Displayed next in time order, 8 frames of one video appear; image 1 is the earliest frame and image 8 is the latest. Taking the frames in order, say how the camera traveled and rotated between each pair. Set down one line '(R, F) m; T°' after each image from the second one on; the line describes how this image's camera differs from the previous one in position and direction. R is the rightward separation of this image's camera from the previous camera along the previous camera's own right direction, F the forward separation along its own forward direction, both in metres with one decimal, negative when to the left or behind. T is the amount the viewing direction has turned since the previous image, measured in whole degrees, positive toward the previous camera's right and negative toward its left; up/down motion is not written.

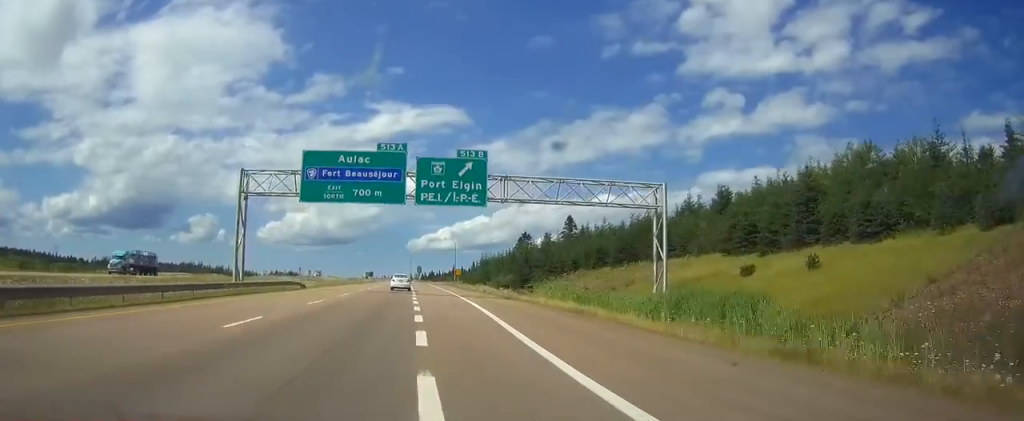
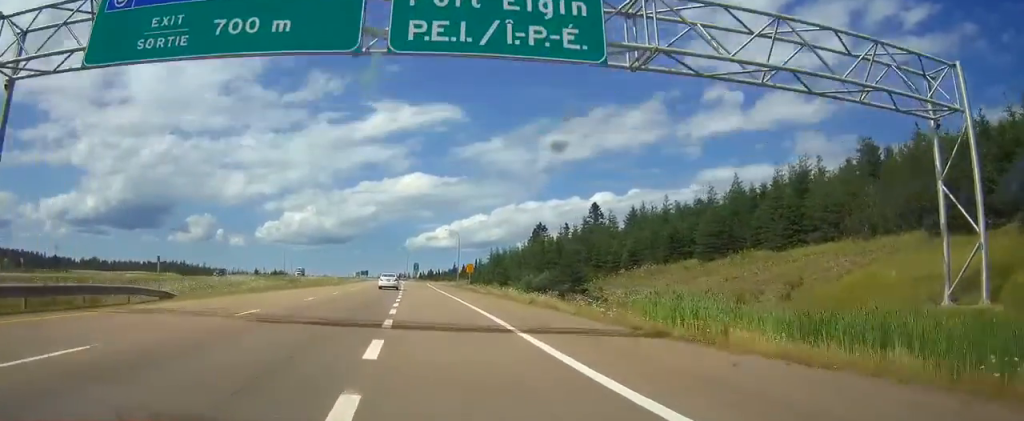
(-0.1, +31.7) m; 0°
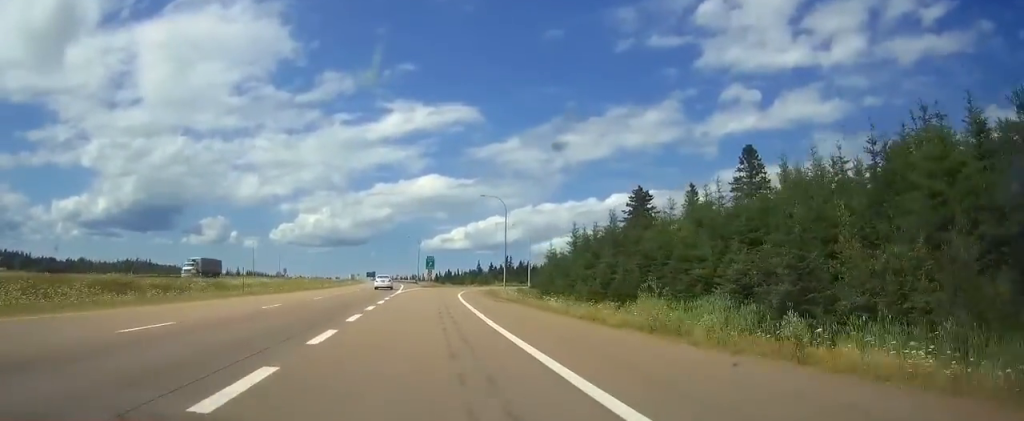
(-0.6, +77.0) m; -1°
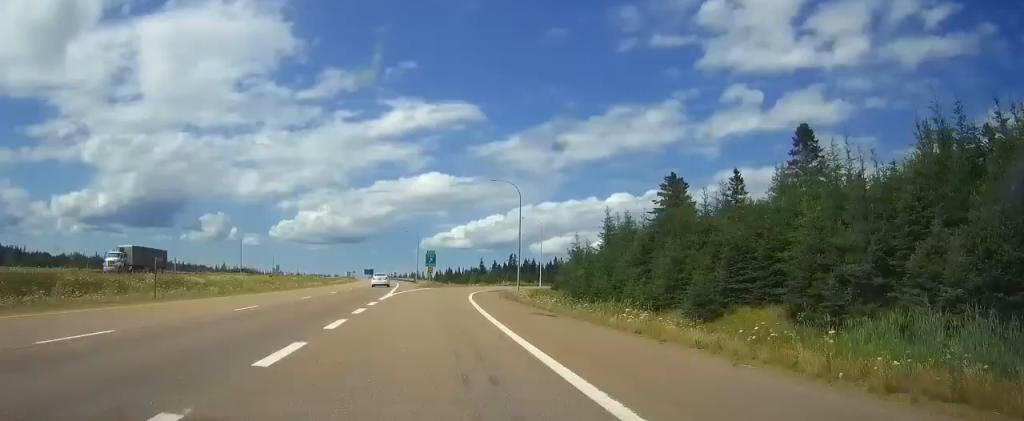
(0.0, +15.3) m; 0°
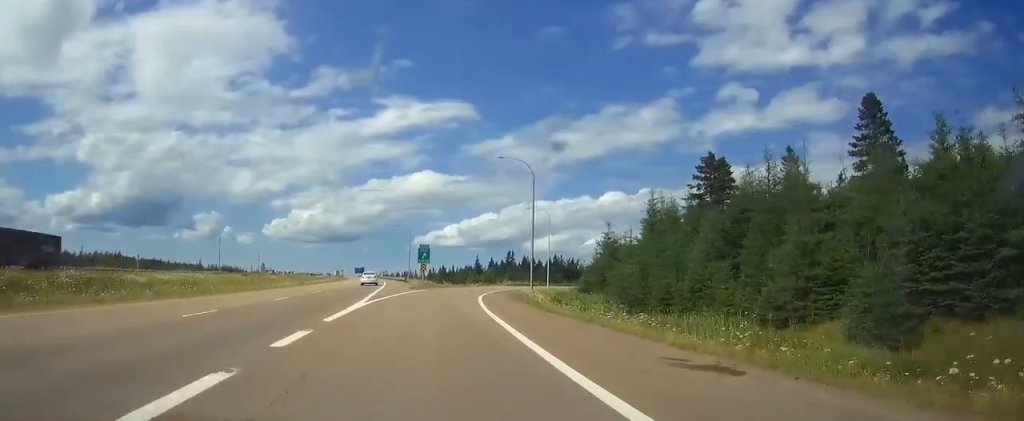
(0.0, +15.9) m; +1°
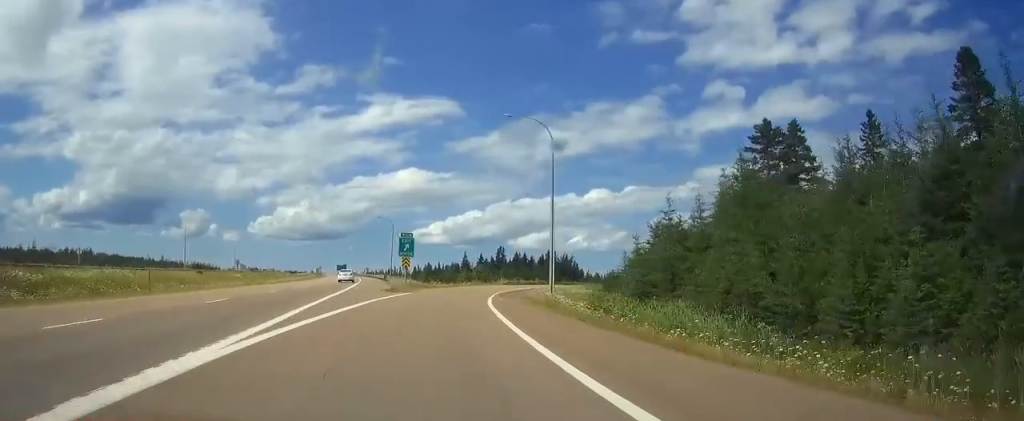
(+0.2, +18.1) m; +1°
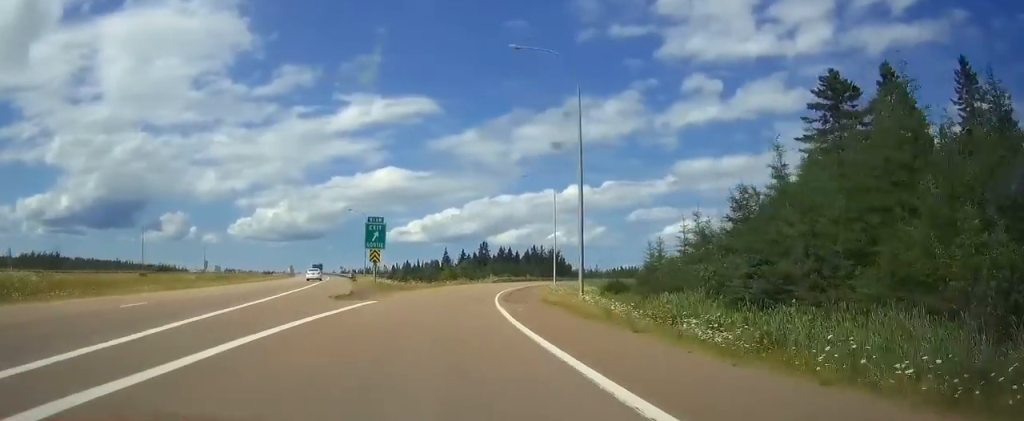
(+0.1, +16.1) m; +1°
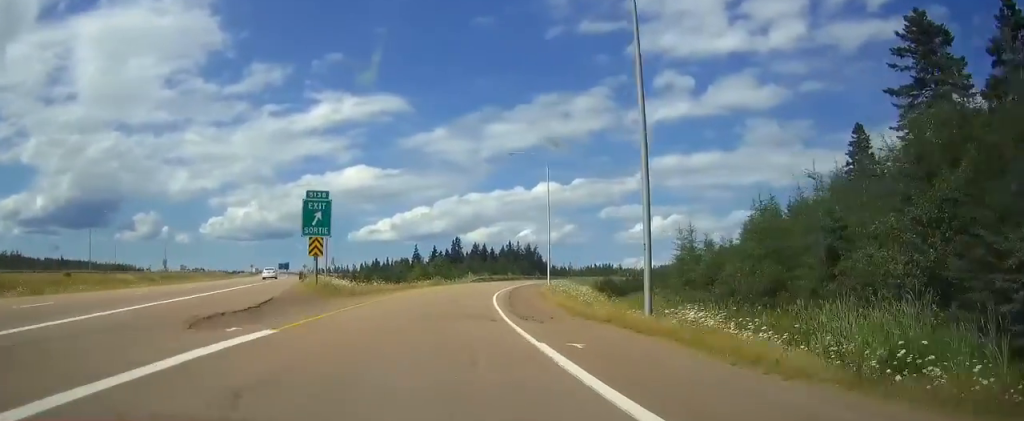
(+0.1, +15.0) m; +2°
